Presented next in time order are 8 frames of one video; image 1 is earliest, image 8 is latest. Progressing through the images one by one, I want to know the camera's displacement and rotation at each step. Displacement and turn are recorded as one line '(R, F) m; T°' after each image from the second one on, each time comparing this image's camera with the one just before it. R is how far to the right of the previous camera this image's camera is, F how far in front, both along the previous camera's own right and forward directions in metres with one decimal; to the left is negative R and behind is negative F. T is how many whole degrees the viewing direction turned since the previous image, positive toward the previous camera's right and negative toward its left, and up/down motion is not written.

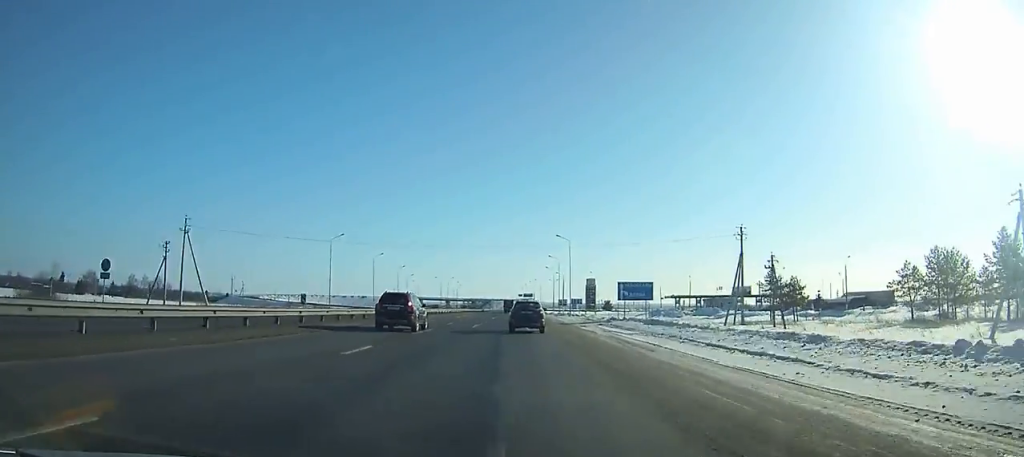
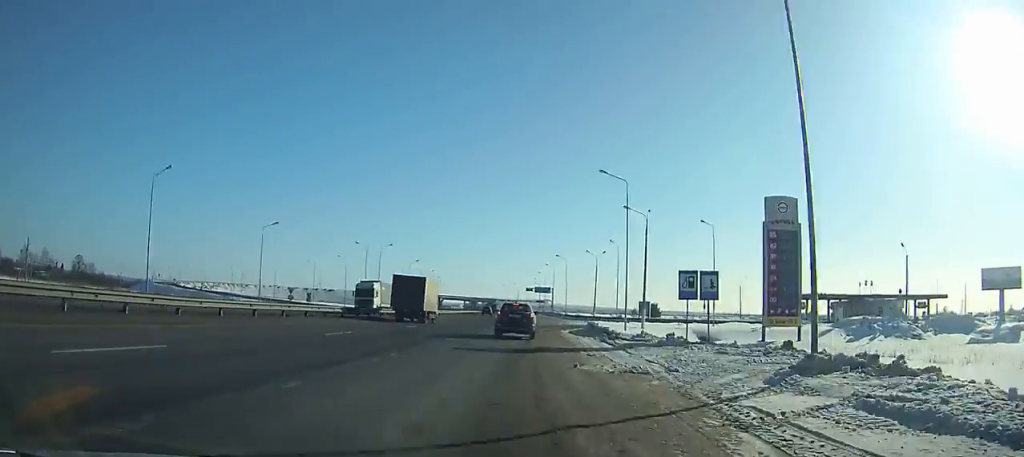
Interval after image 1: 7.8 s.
(+0.9, +110.3) m; 0°
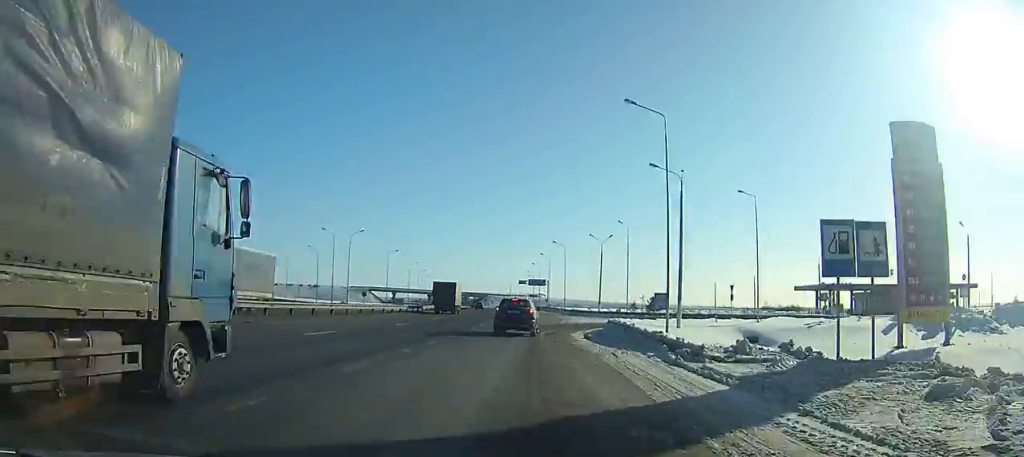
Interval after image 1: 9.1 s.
(-0.3, +13.7) m; 0°
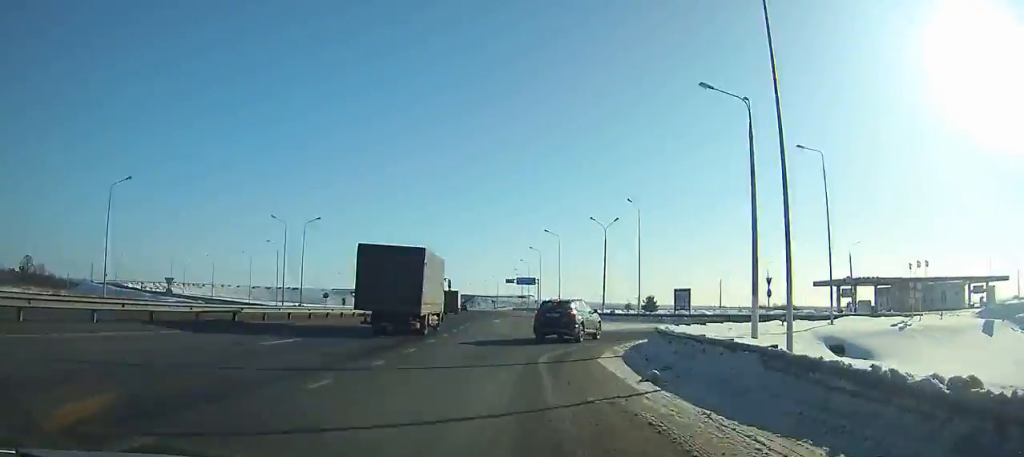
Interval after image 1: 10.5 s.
(+0.1, +13.1) m; +3°
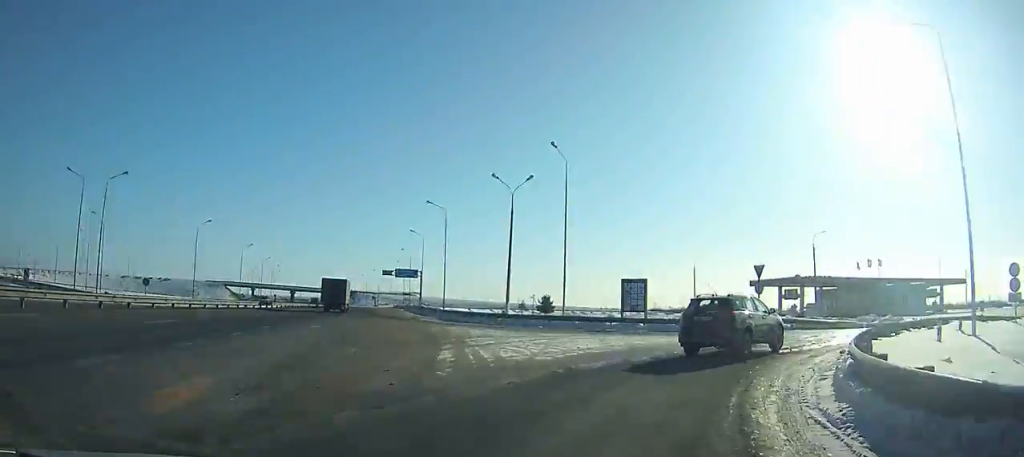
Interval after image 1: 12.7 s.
(-0.3, +18.6) m; +8°
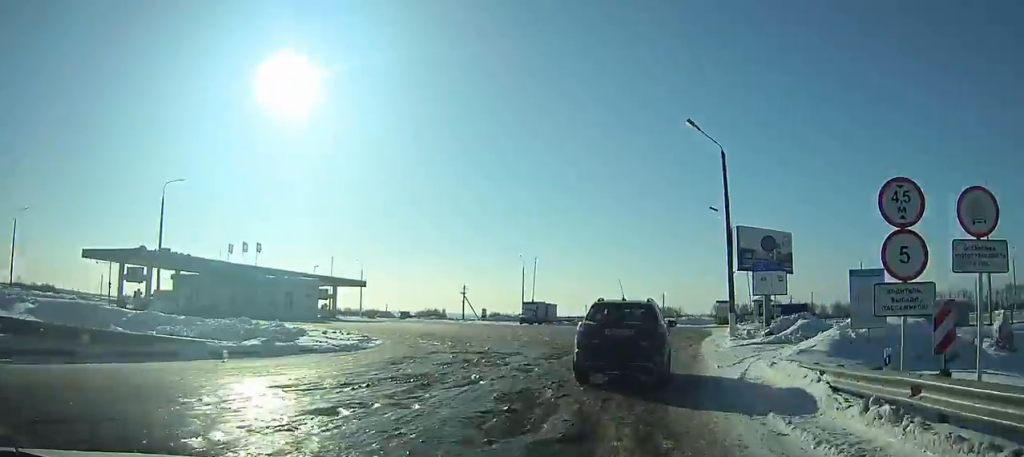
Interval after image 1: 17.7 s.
(+11.9, +24.9) m; +55°
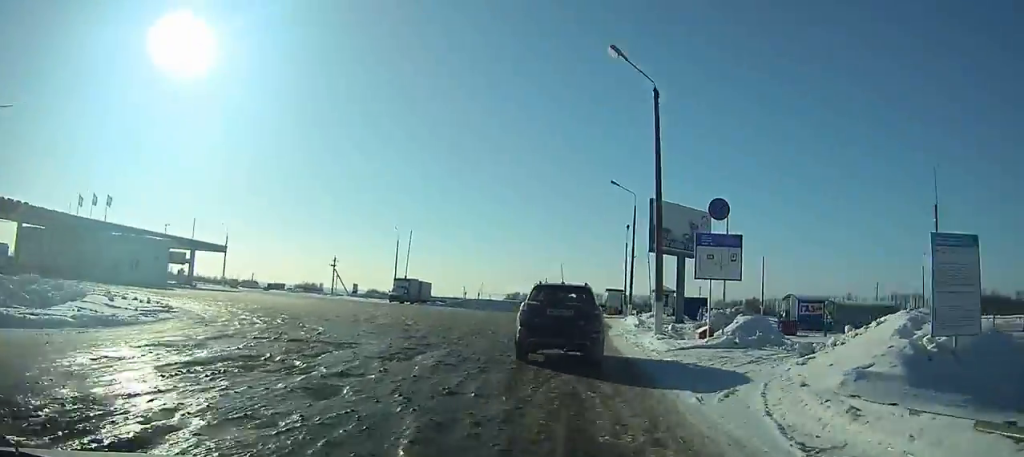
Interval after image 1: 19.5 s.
(+1.6, +8.2) m; +16°
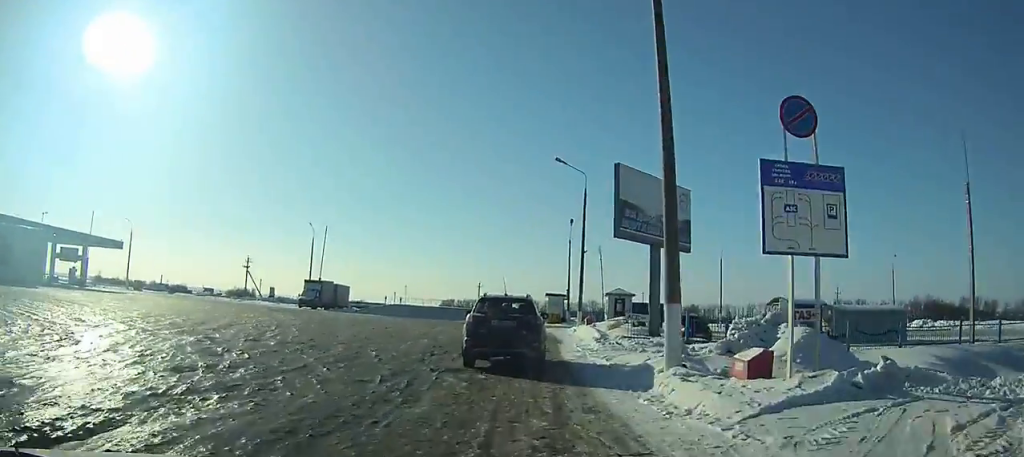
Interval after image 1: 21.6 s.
(+1.5, +9.2) m; +10°
